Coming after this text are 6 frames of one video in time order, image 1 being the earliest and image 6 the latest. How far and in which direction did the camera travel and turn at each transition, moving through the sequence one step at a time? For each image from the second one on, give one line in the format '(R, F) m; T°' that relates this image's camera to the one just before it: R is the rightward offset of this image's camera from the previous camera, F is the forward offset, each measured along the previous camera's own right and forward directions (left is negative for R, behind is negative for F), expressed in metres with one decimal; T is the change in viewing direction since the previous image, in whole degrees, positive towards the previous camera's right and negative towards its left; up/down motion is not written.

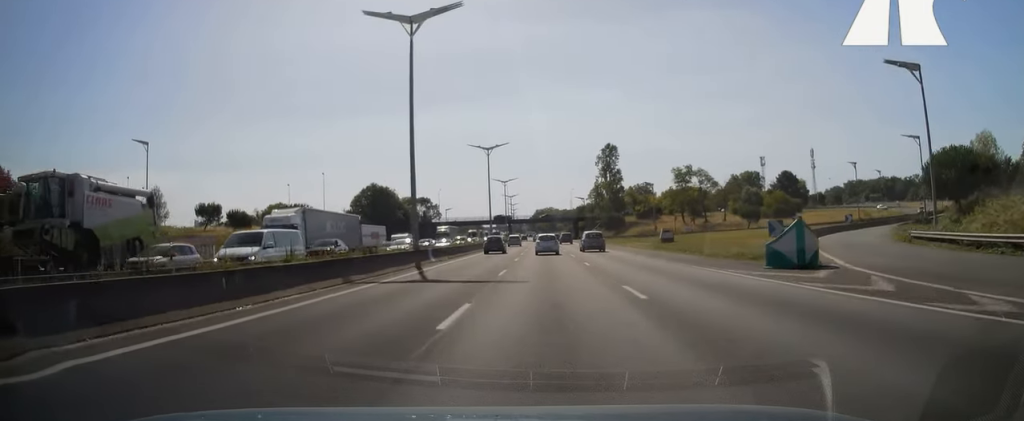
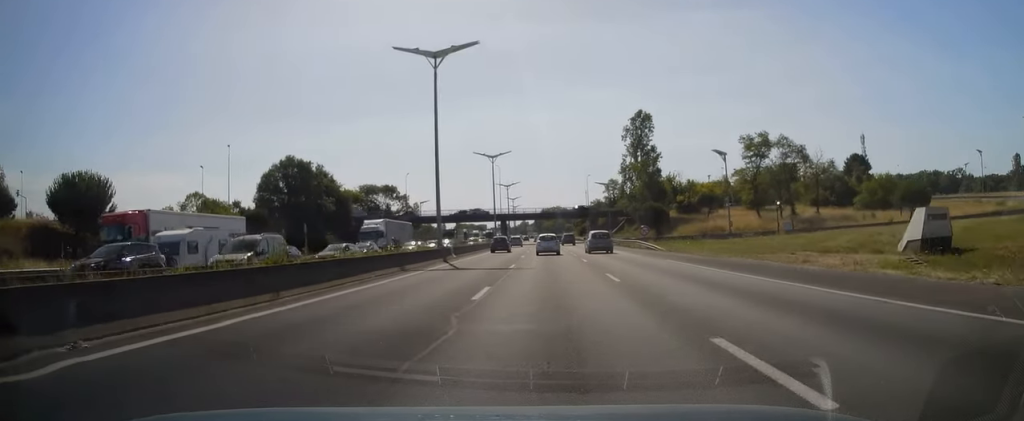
(-0.3, +47.4) m; 0°
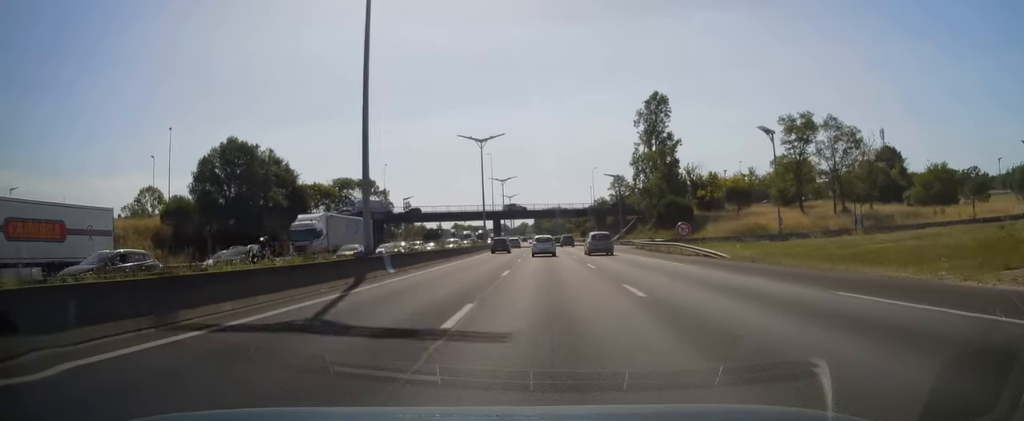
(0.0, +17.2) m; -1°
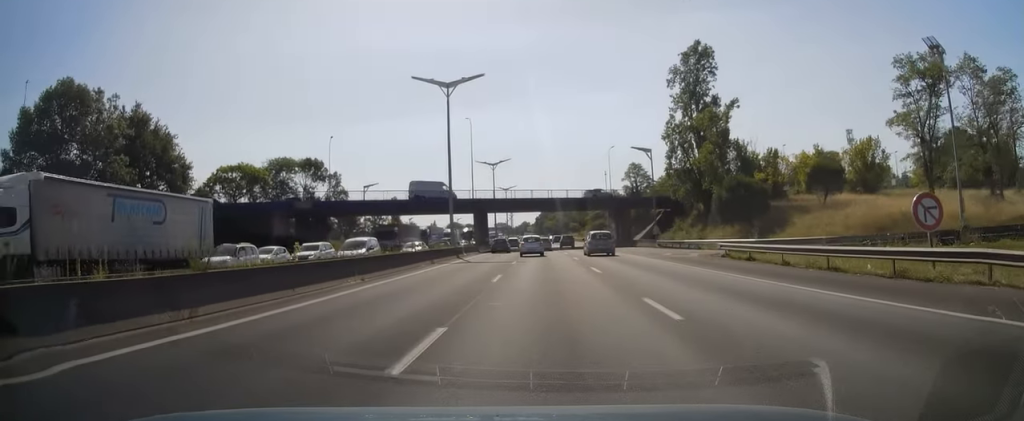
(-0.4, +29.1) m; 0°
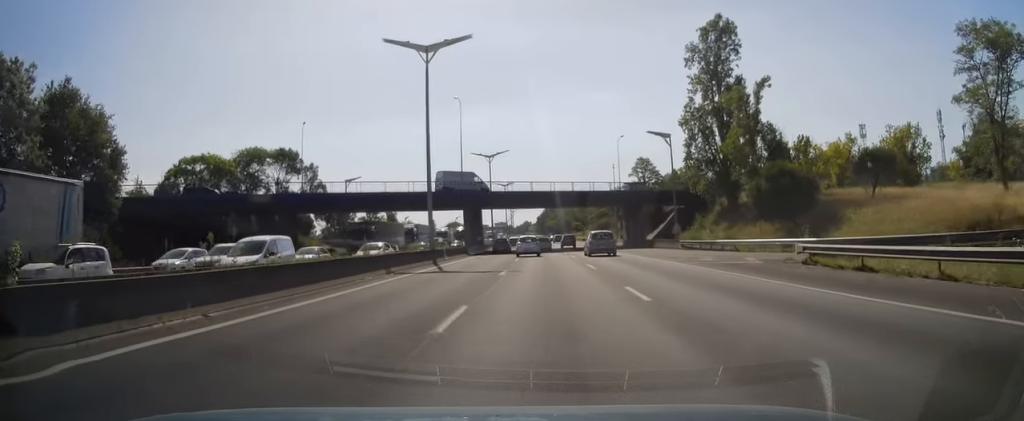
(+0.1, +9.9) m; 0°
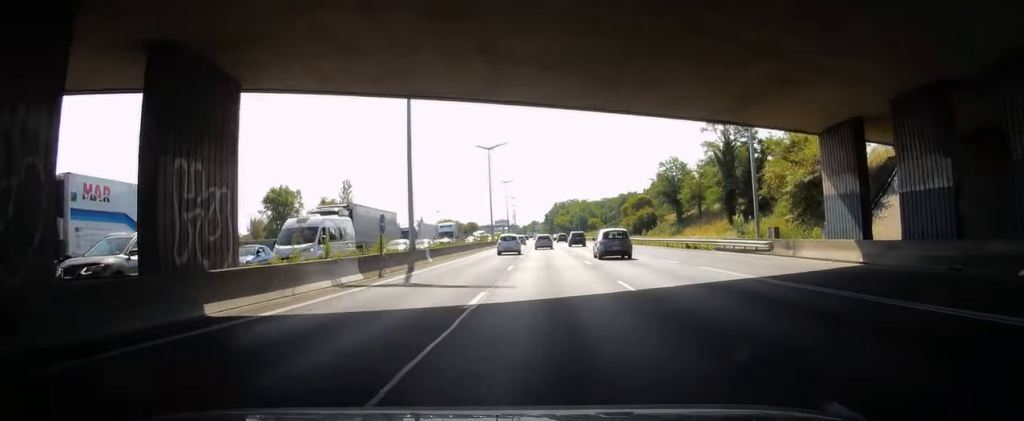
(-0.4, +62.2) m; -1°
